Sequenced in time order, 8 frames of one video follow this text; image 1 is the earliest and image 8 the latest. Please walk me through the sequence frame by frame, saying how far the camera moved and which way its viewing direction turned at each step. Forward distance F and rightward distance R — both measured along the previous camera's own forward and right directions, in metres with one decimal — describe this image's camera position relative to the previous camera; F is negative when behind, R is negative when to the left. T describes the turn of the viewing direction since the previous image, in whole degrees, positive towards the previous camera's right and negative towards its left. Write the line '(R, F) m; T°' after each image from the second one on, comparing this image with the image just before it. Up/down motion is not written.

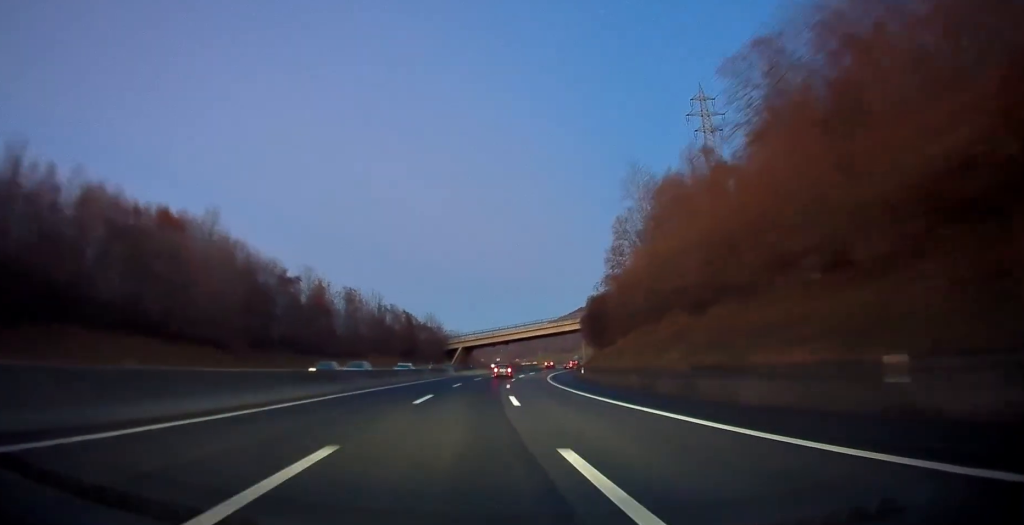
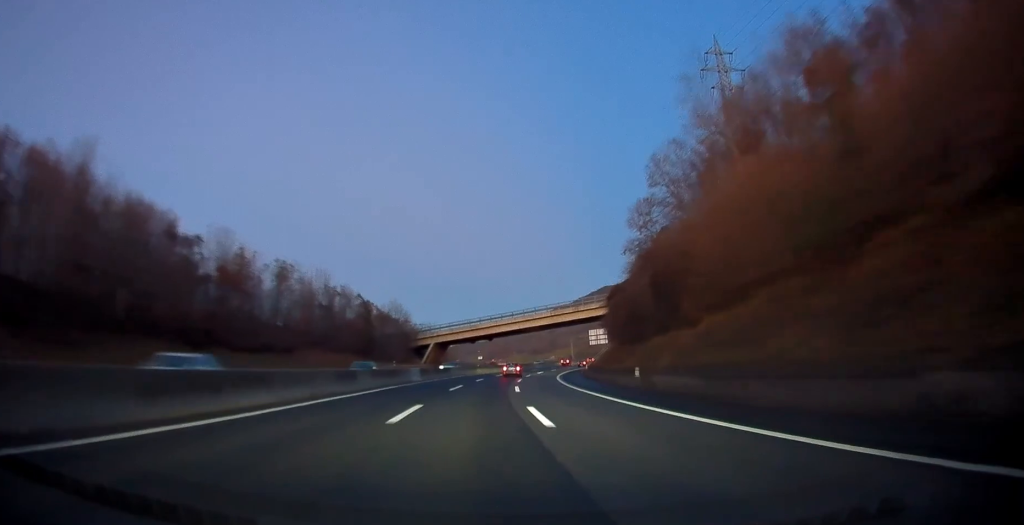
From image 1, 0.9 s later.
(+0.4, +25.4) m; +1°
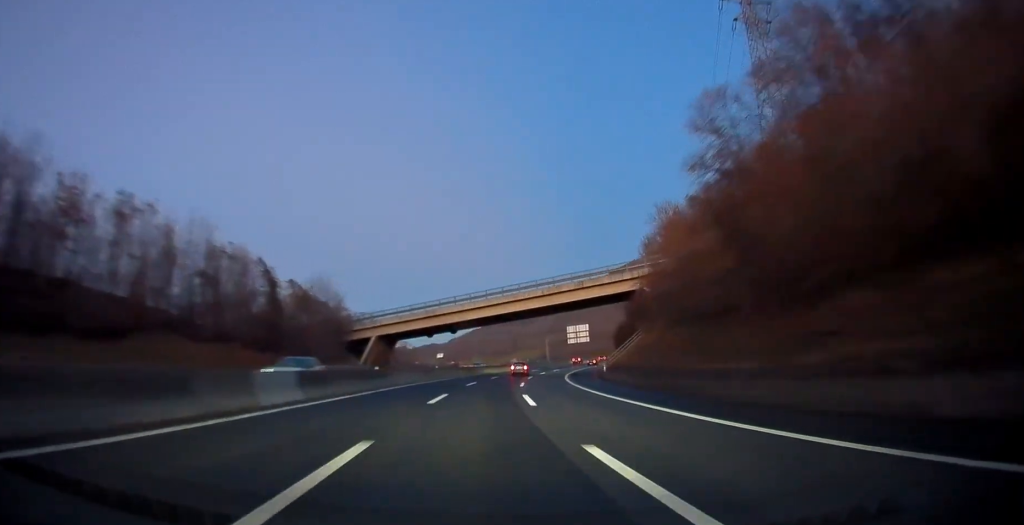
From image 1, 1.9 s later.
(+0.2, +29.3) m; +2°
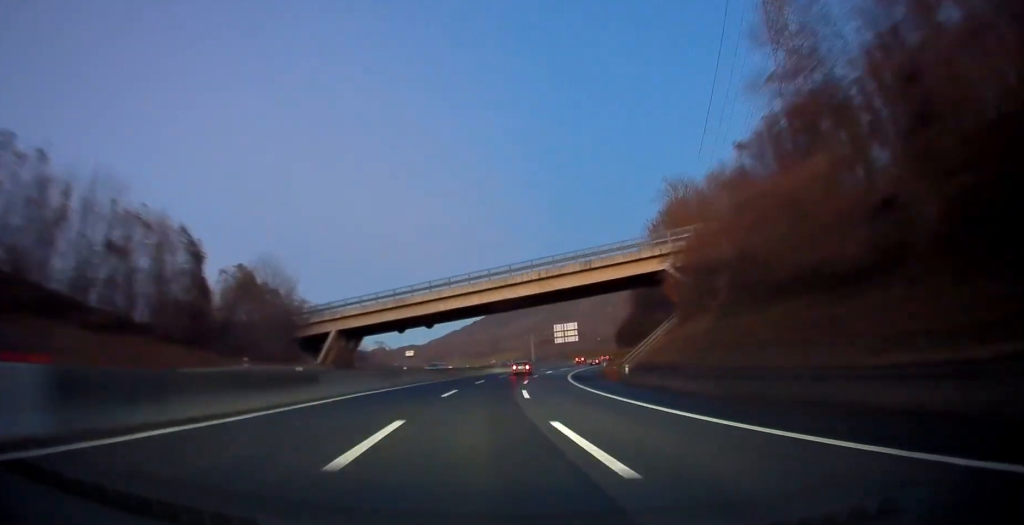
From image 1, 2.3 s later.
(+0.3, +12.7) m; +1°
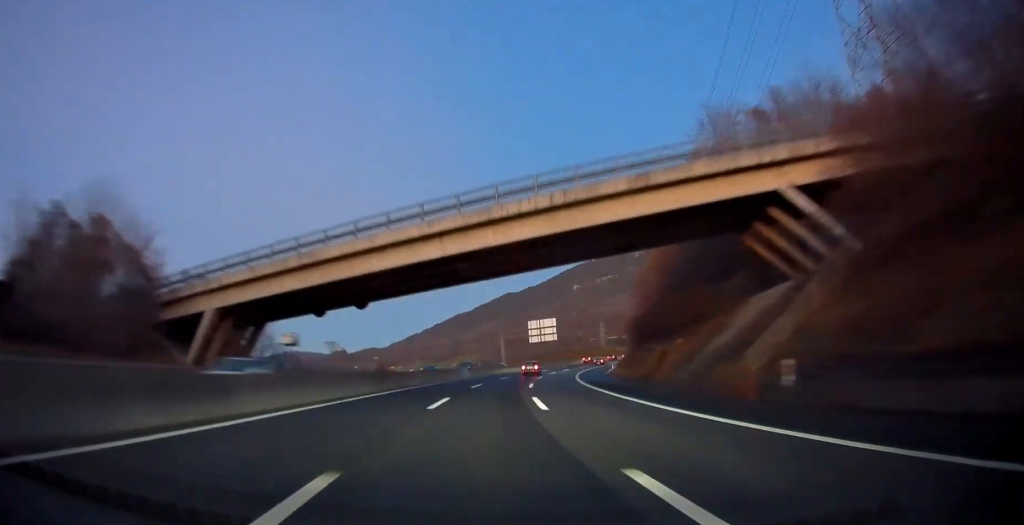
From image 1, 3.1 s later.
(+0.6, +24.5) m; +3°
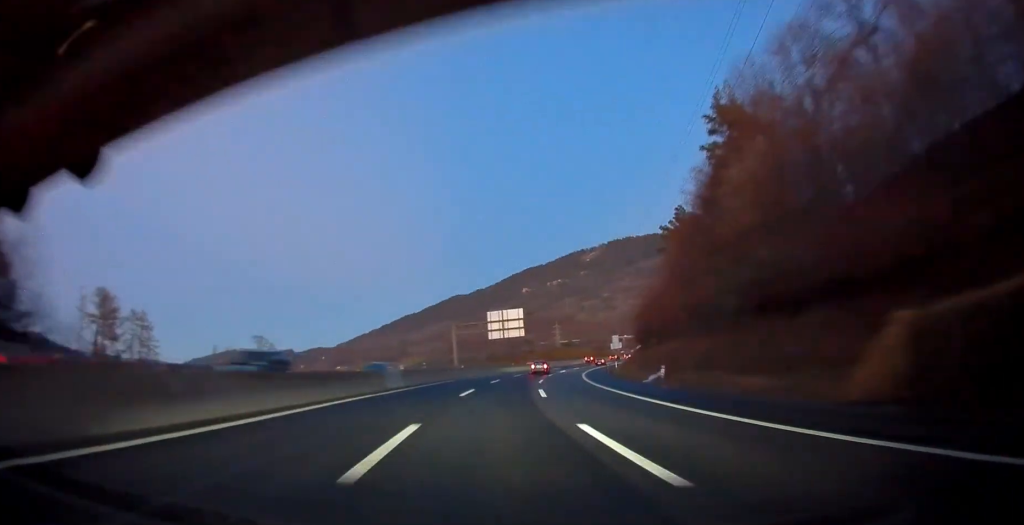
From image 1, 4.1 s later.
(+0.6, +29.7) m; +5°
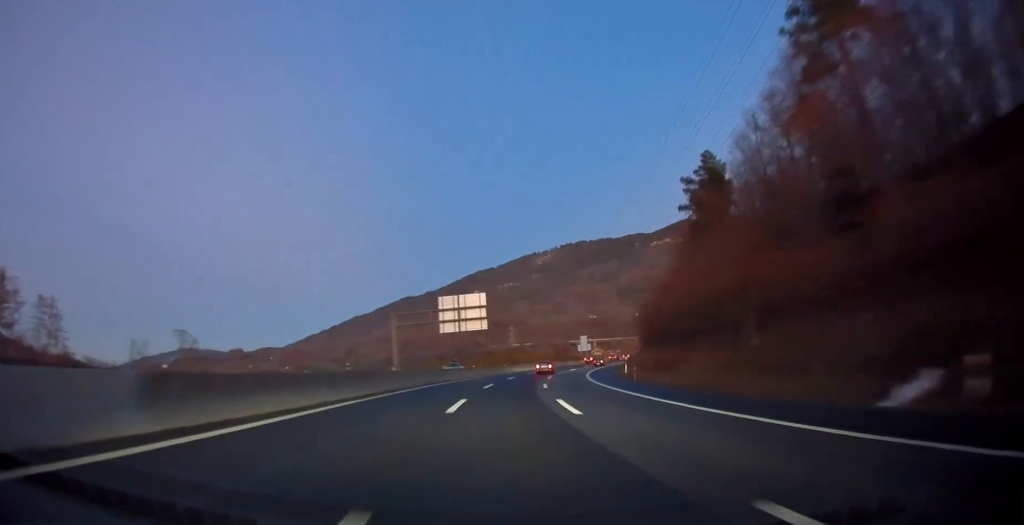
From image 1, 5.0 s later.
(+1.5, +26.9) m; +5°
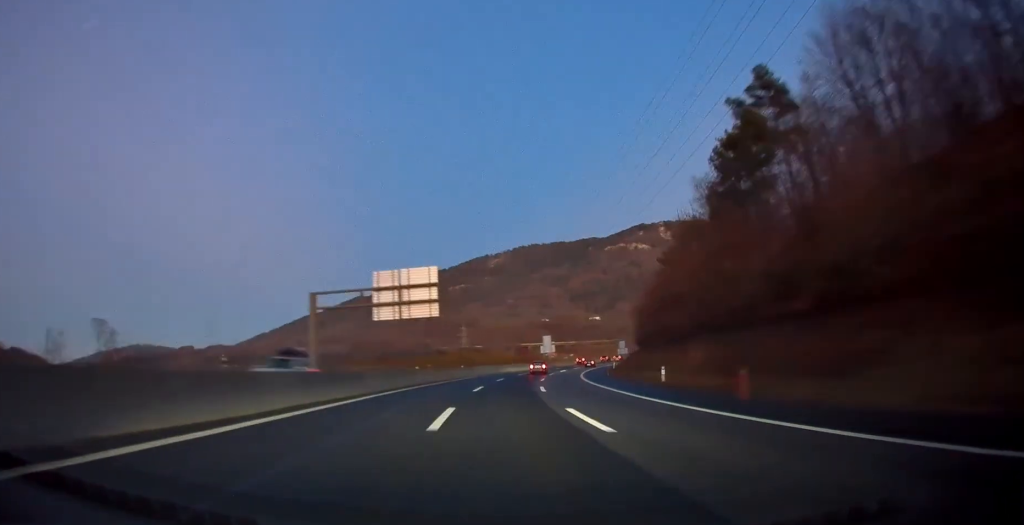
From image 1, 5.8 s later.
(+0.7, +21.8) m; +4°
